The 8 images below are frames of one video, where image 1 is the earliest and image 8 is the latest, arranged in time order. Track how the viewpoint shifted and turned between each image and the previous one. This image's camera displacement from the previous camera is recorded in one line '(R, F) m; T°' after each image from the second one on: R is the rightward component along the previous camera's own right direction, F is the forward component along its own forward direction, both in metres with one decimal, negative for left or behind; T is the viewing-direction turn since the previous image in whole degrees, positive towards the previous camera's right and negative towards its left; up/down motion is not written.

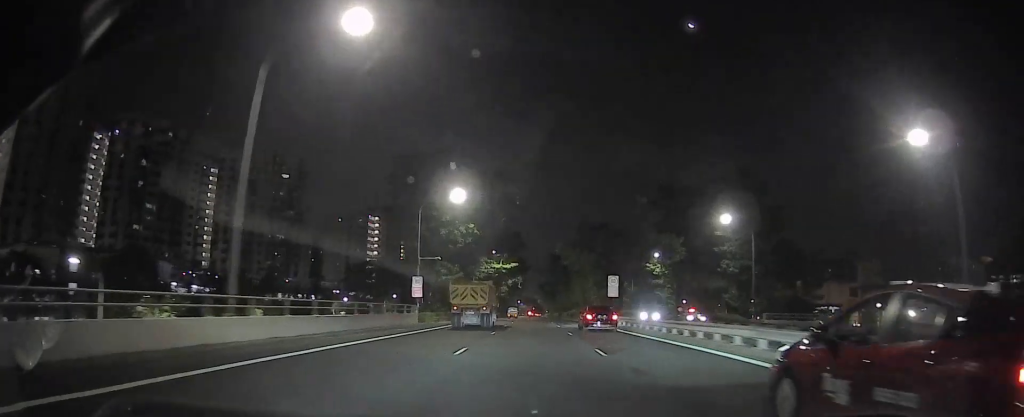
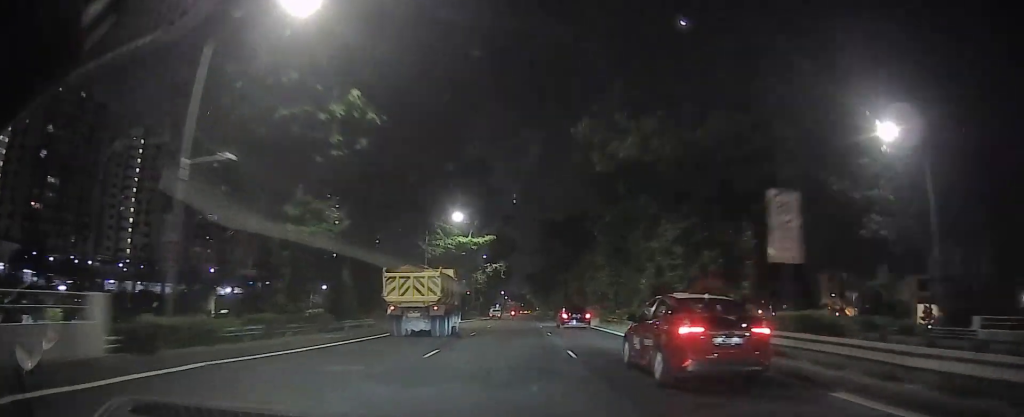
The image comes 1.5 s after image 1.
(0.0, +36.0) m; 0°
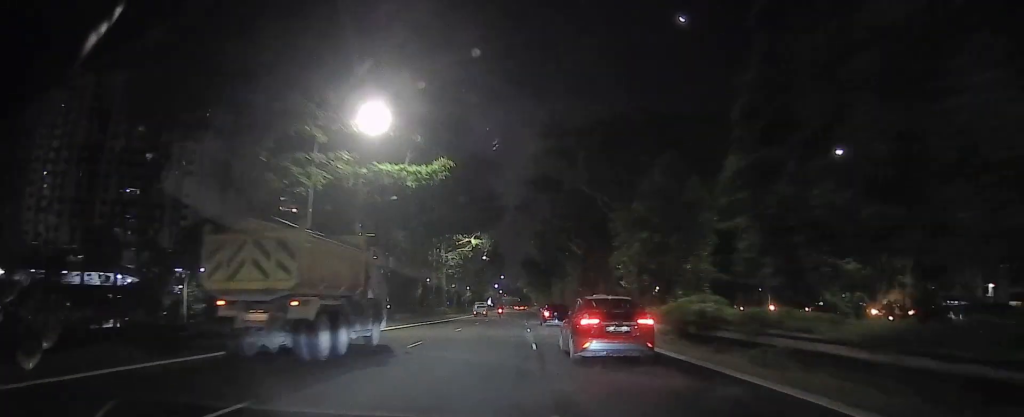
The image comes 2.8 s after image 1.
(0.0, +32.7) m; 0°
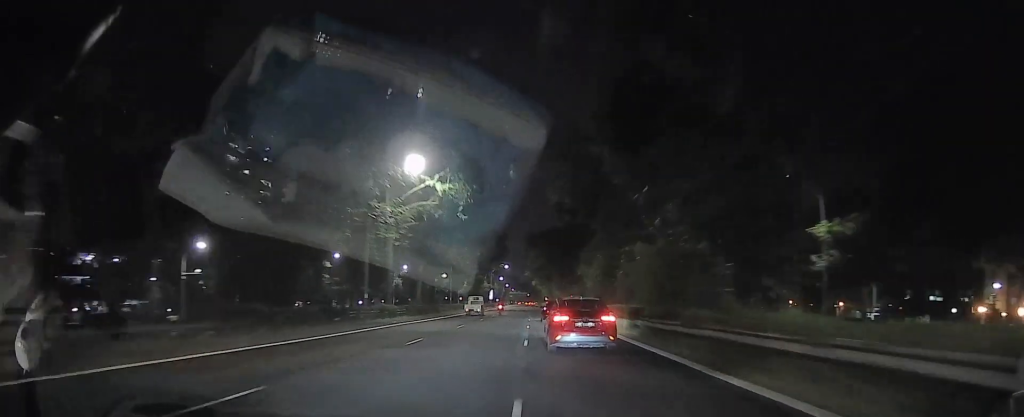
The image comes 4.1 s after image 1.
(+0.3, +33.7) m; +1°
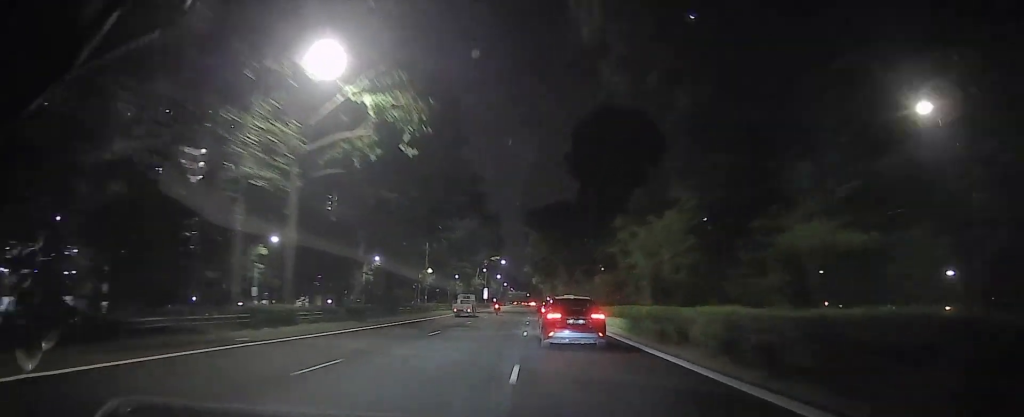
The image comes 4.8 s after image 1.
(0.0, +19.6) m; 0°
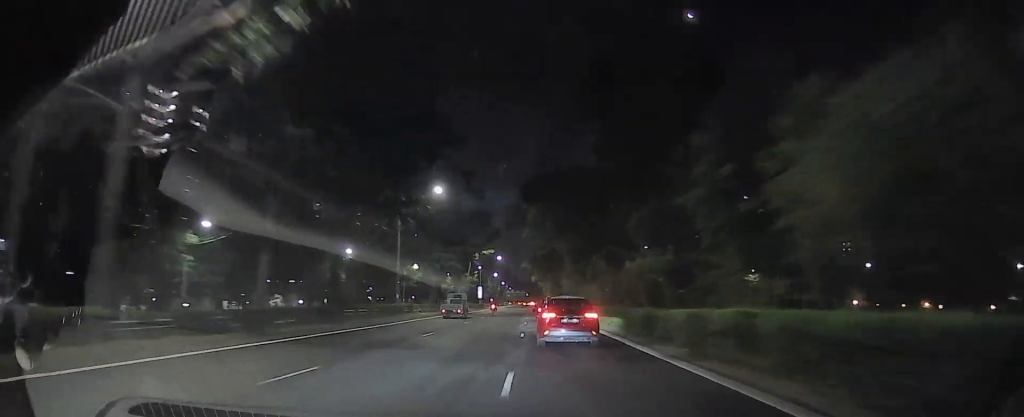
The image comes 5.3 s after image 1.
(0.0, +13.4) m; 0°
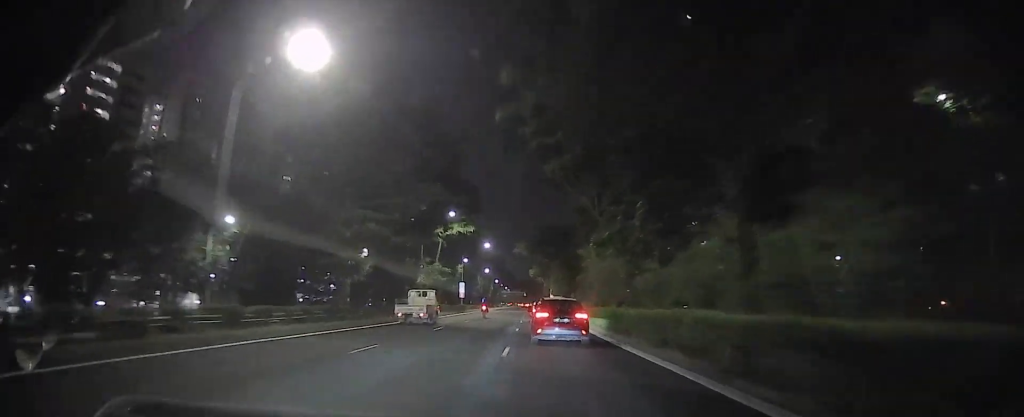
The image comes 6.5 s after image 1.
(0.0, +31.9) m; 0°
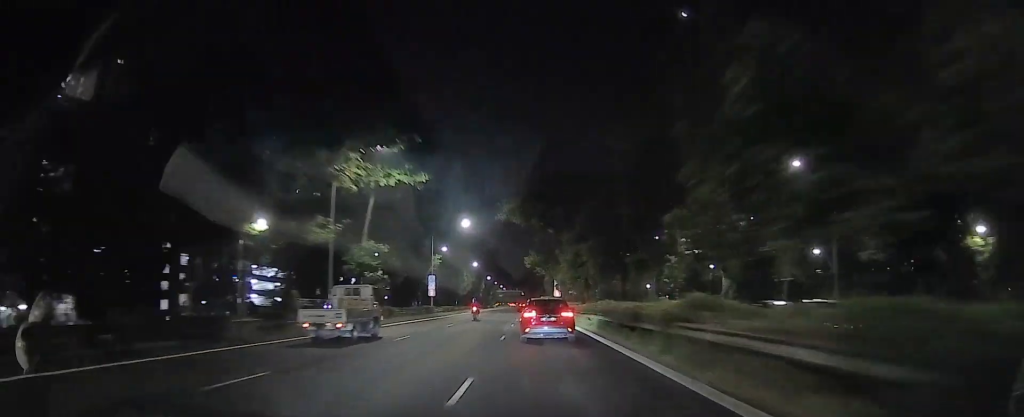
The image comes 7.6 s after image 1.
(-0.1, +30.3) m; -1°
